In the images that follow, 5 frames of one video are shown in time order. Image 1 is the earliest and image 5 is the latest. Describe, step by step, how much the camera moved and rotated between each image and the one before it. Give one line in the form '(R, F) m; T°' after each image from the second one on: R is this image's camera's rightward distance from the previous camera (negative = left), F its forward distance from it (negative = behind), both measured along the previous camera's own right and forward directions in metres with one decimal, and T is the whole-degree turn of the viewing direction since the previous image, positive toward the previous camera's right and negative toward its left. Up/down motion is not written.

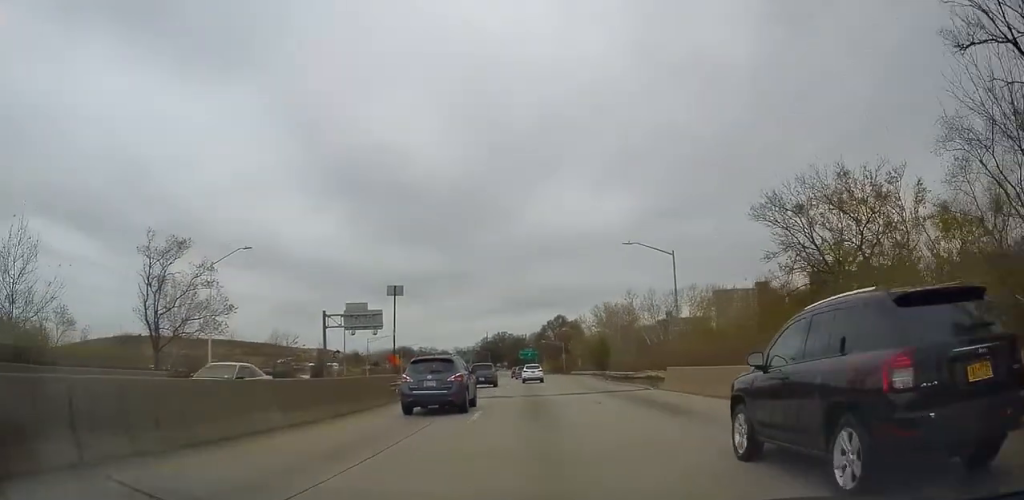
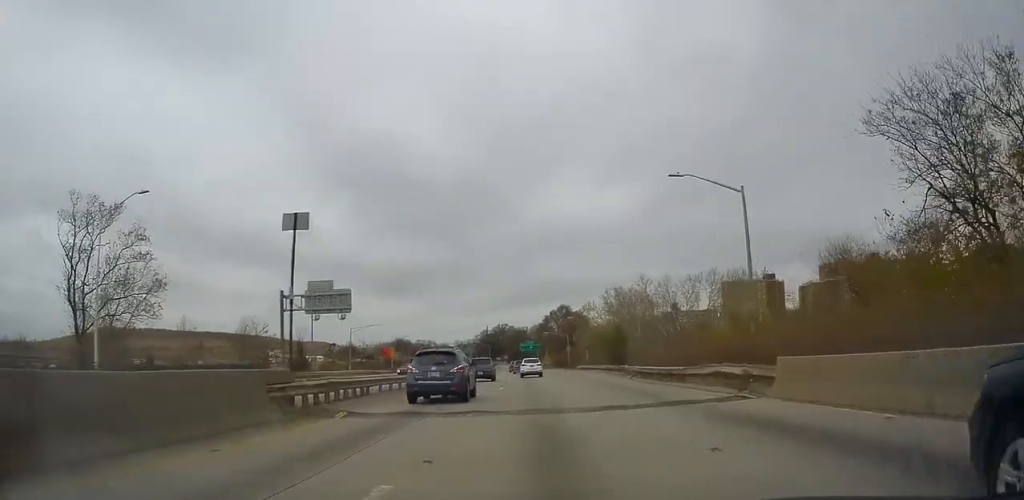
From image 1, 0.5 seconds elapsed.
(0.0, +11.8) m; 0°
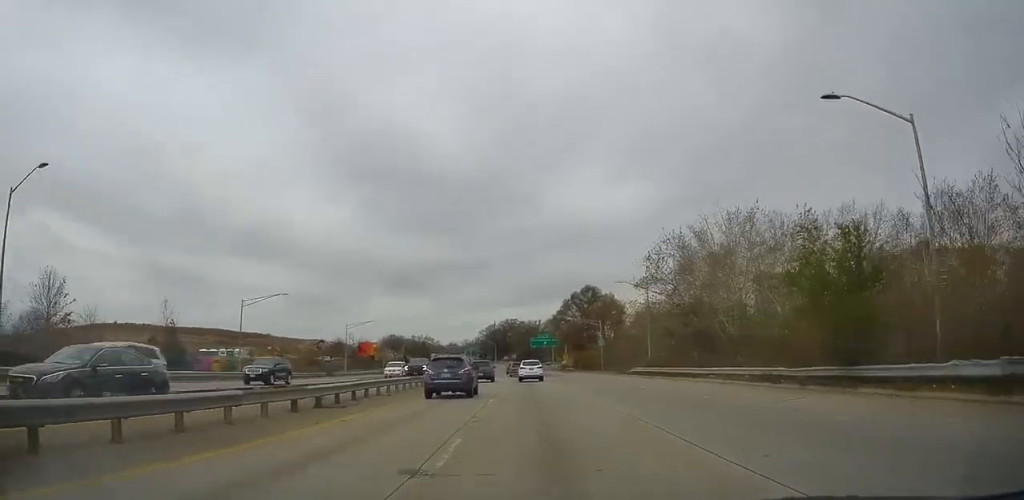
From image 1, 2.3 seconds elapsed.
(0.0, +43.4) m; -2°
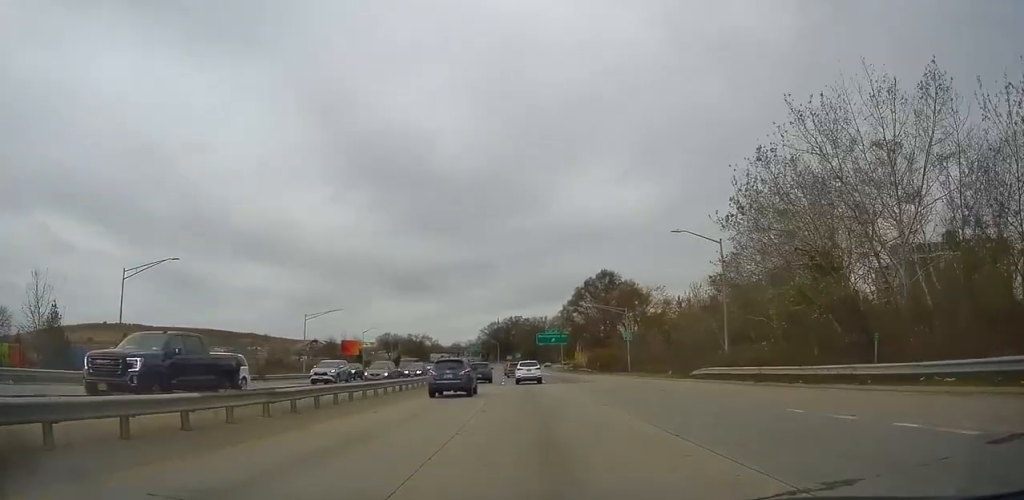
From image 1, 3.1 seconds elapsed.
(-0.6, +20.5) m; -1°
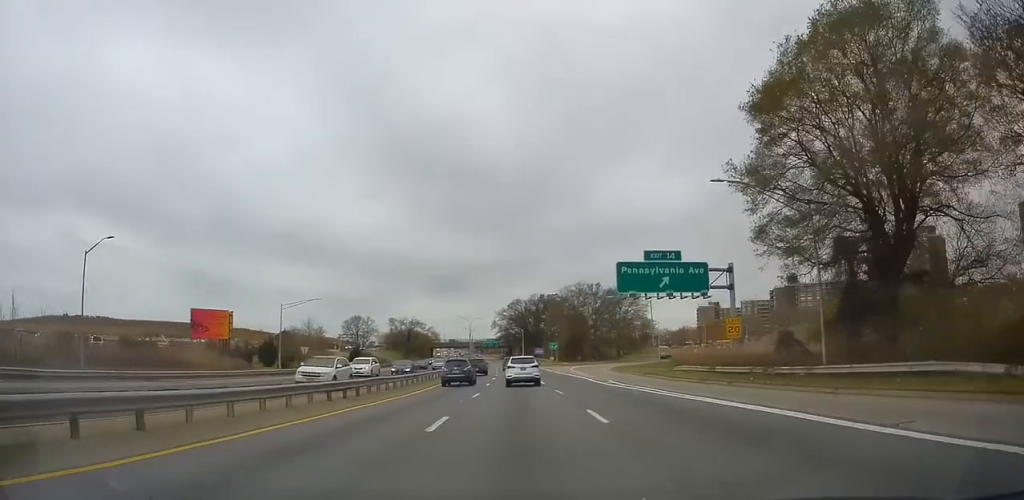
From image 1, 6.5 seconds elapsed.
(+0.1, +81.2) m; -1°
